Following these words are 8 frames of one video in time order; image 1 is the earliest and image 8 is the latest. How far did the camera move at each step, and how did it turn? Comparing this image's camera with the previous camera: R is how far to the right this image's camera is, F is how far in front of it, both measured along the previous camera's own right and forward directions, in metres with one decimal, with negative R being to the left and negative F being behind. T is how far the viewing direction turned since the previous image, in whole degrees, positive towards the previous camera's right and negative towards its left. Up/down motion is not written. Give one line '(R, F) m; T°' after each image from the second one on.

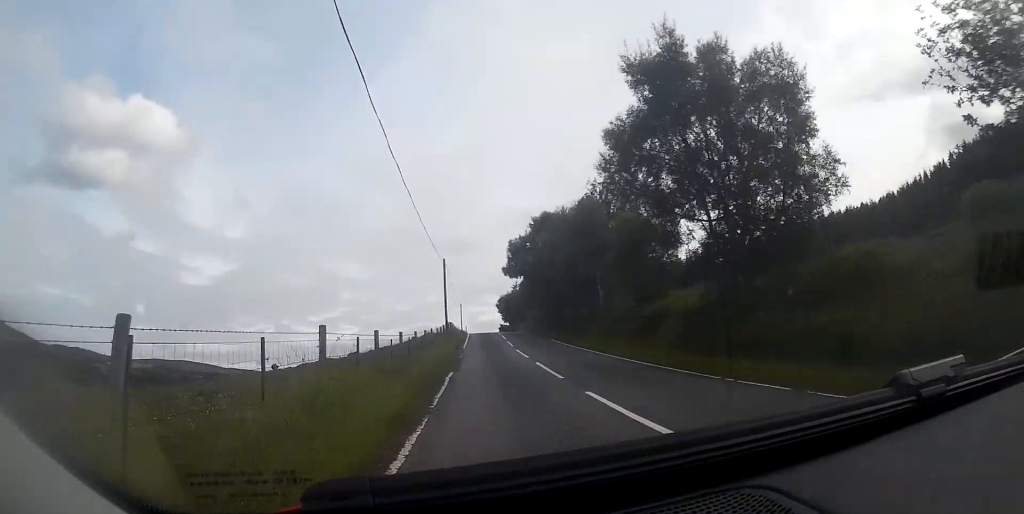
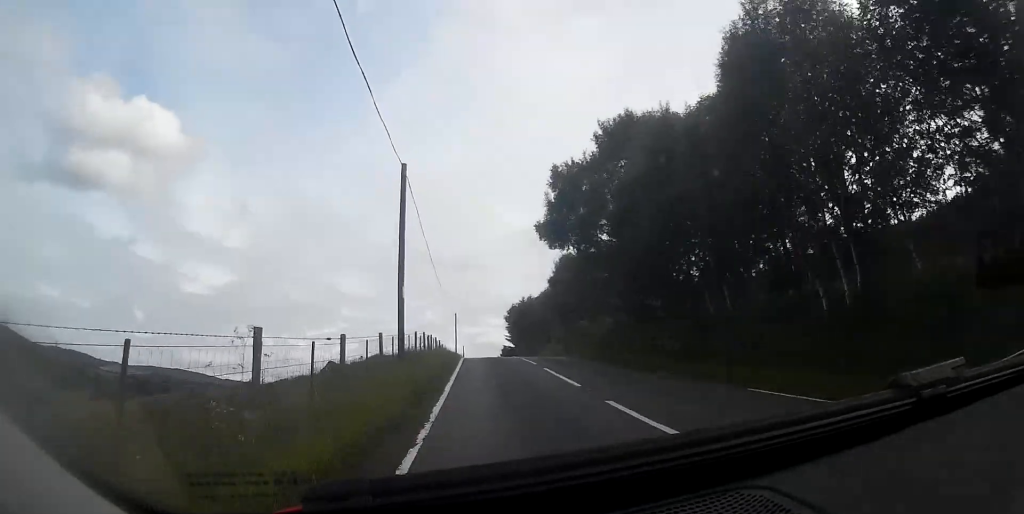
(0.0, +28.0) m; 0°
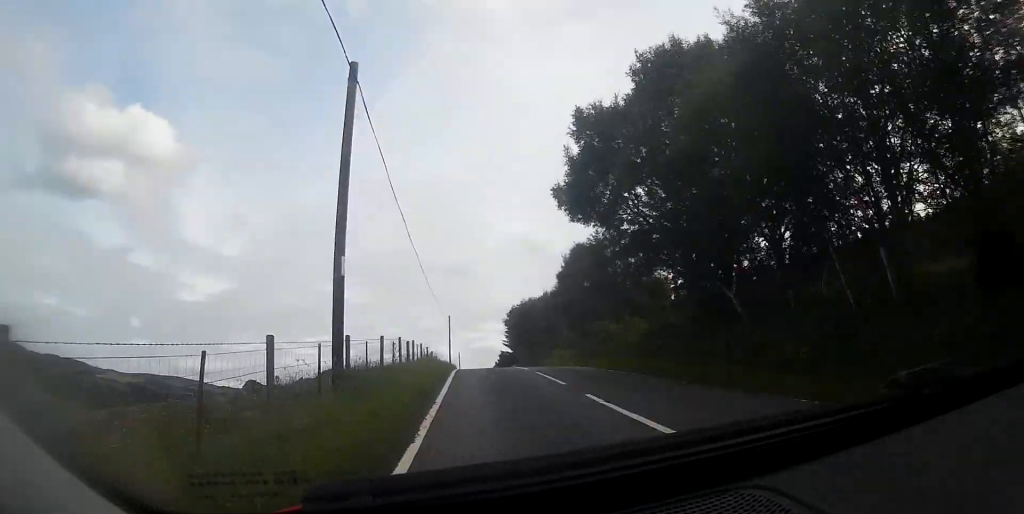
(0.0, +7.4) m; 0°
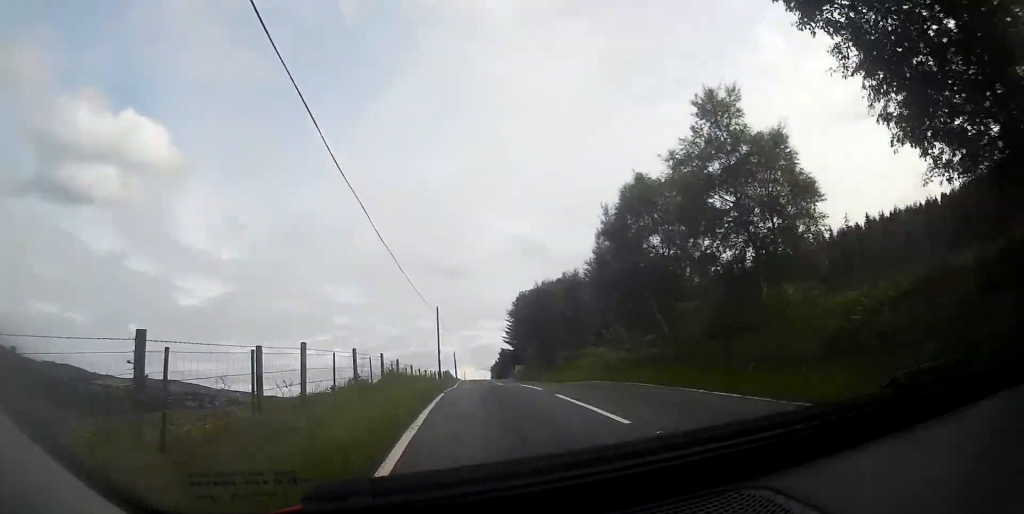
(-0.1, +15.2) m; 0°
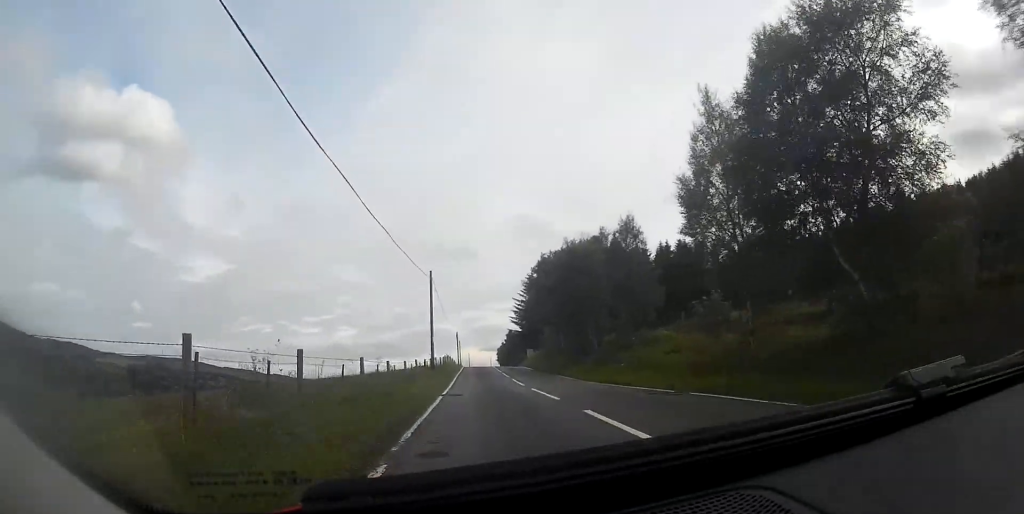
(0.0, +12.3) m; 0°
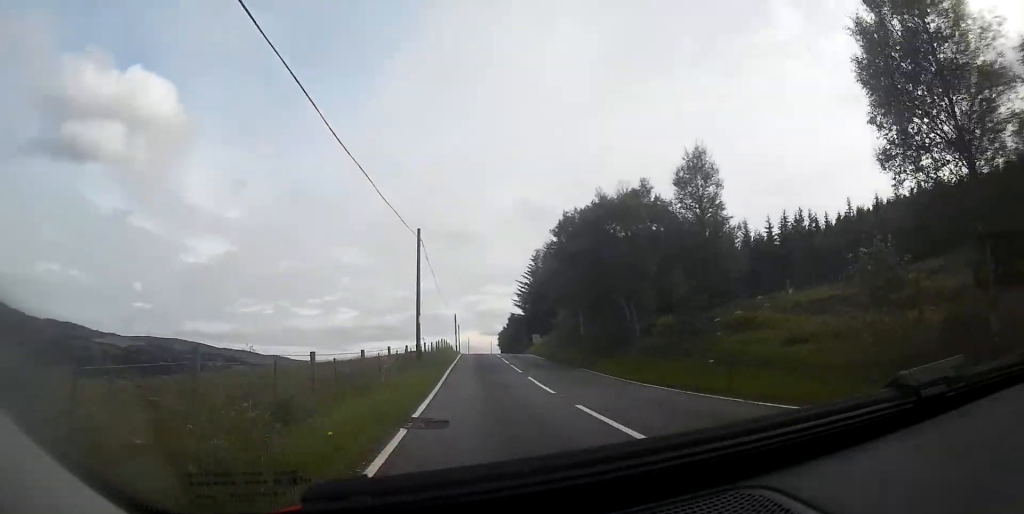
(+0.1, +8.4) m; 0°
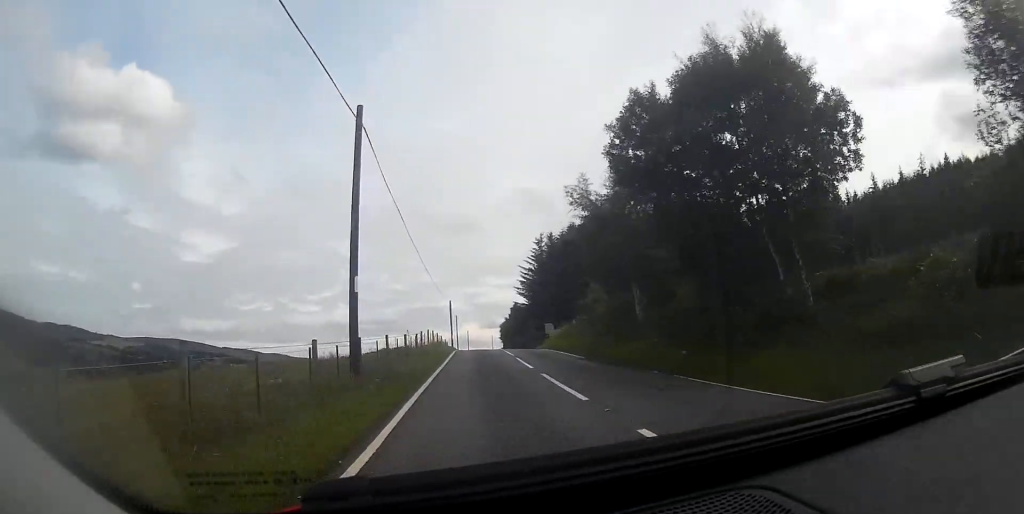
(+0.1, +13.1) m; 0°
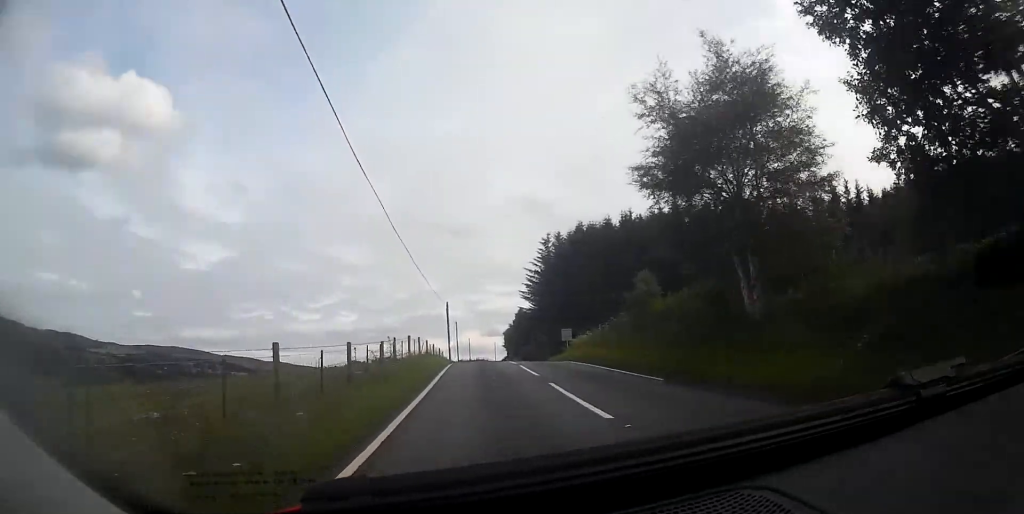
(0.0, +10.1) m; 0°
